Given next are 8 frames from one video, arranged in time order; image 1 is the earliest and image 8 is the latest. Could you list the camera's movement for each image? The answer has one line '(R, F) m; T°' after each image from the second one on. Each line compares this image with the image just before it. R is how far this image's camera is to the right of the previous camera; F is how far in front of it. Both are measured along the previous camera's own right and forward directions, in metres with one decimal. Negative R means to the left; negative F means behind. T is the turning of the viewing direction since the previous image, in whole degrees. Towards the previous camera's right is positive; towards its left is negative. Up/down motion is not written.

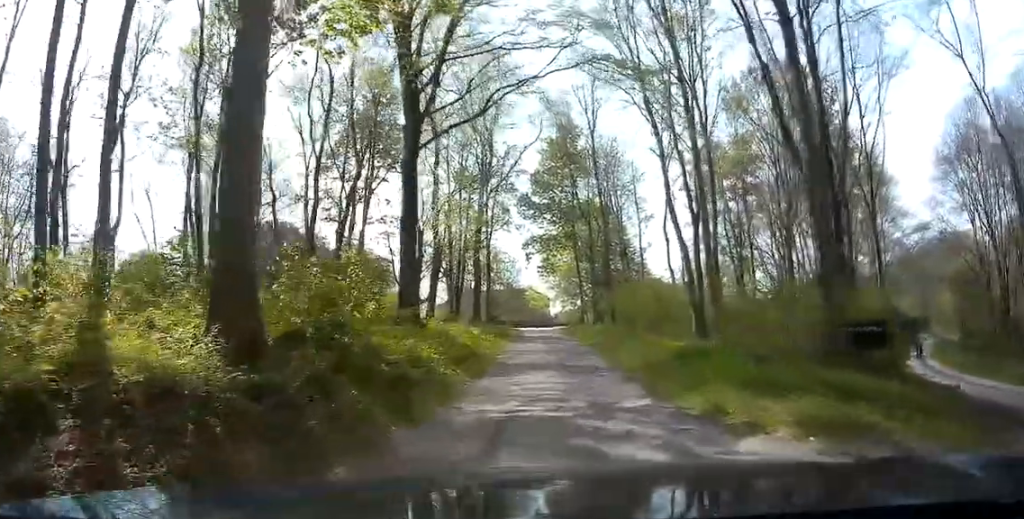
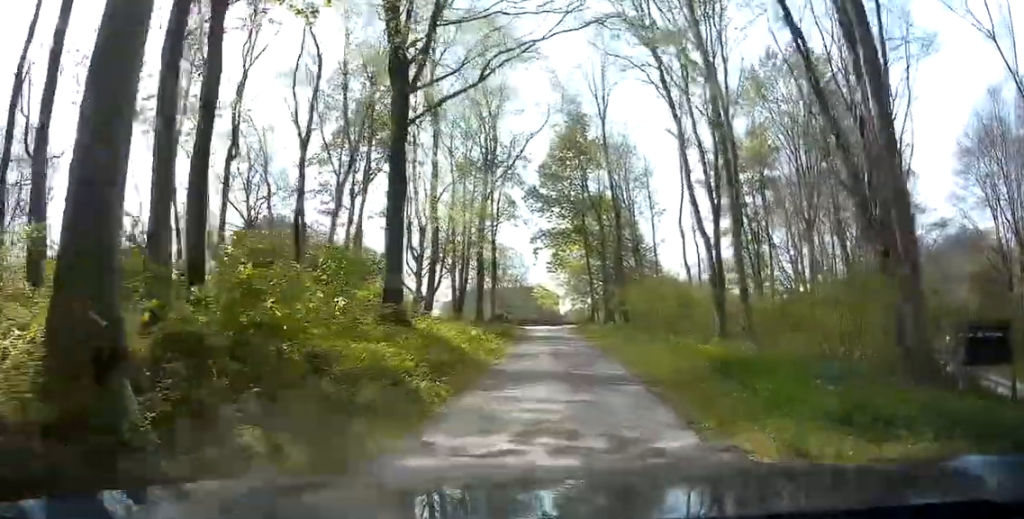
(-0.1, +1.9) m; 0°
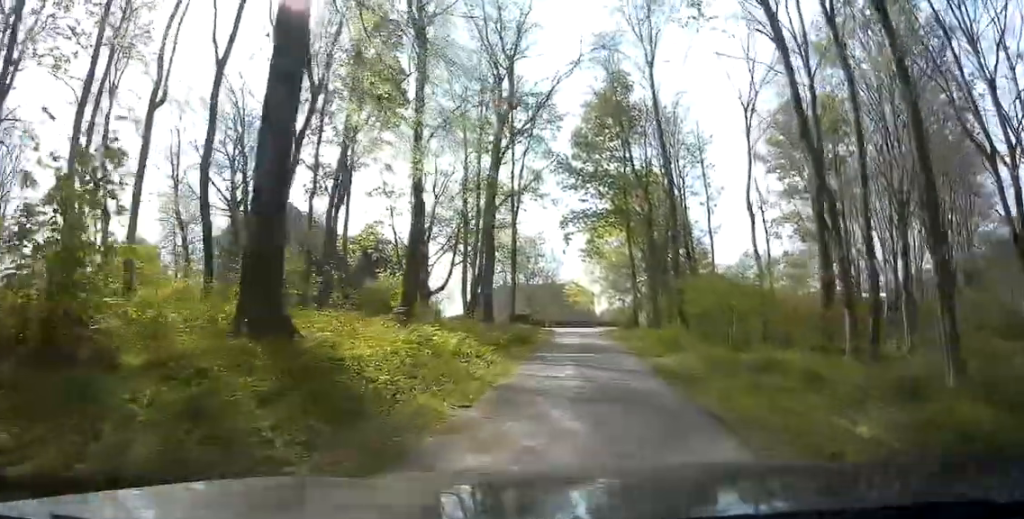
(+0.5, +7.0) m; +4°
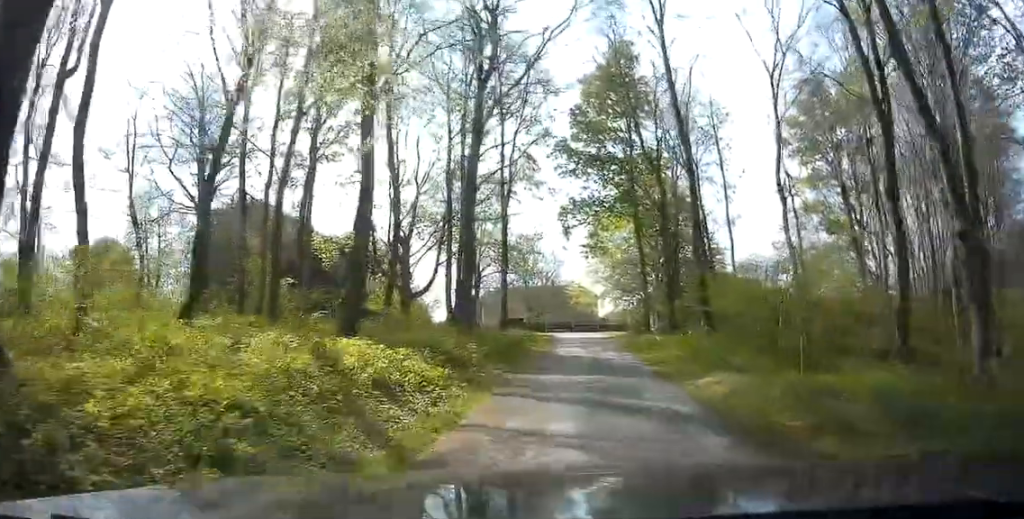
(0.0, +4.6) m; -1°
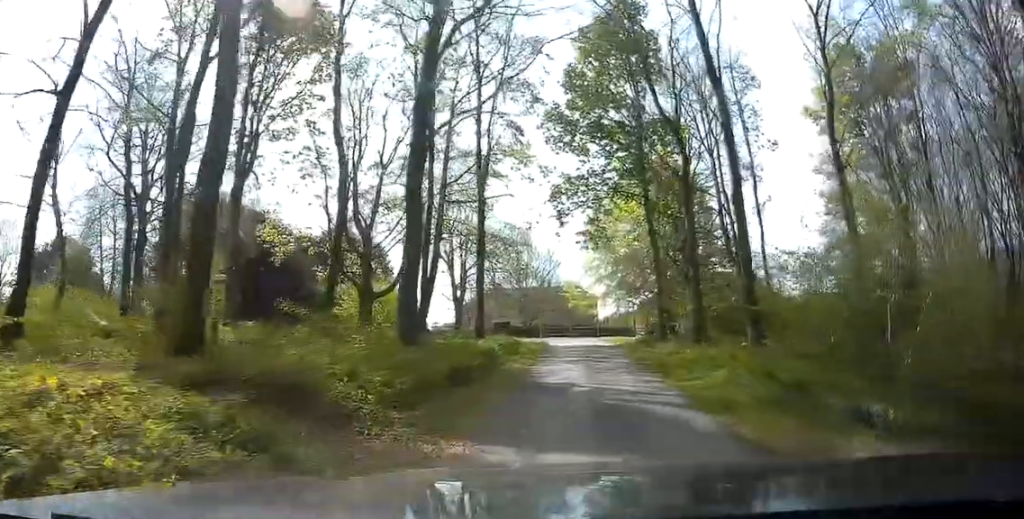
(-0.1, +6.4) m; +1°
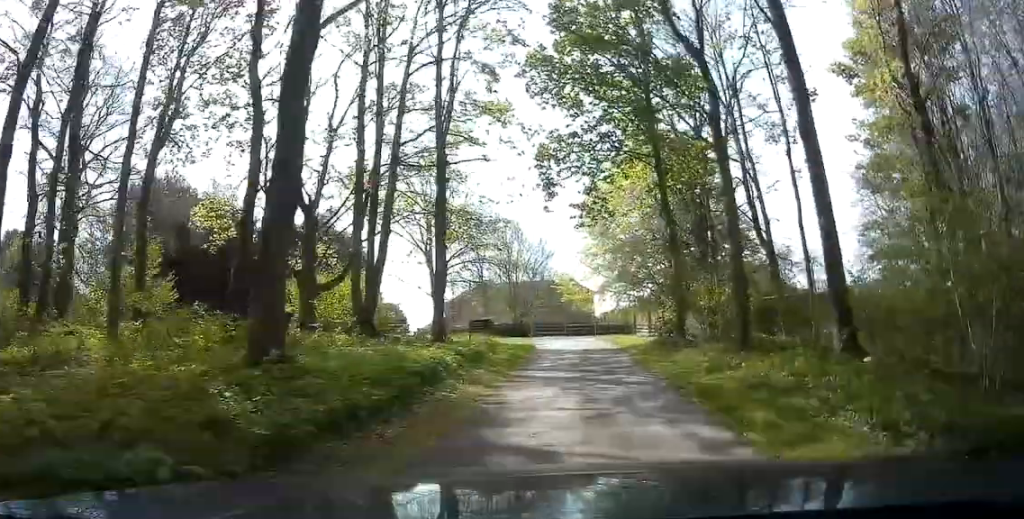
(+0.2, +6.1) m; +2°
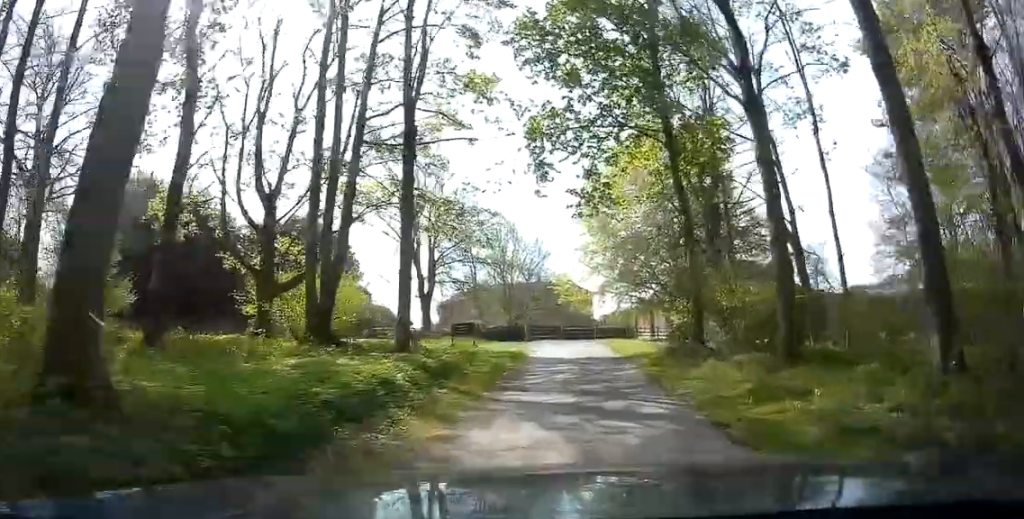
(+0.1, +3.3) m; 0°
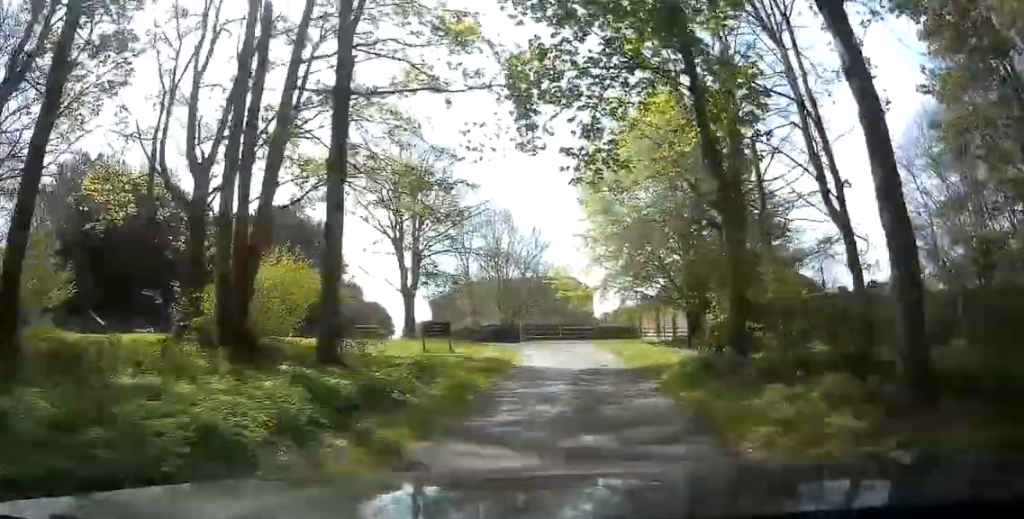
(-0.1, +4.5) m; -1°
